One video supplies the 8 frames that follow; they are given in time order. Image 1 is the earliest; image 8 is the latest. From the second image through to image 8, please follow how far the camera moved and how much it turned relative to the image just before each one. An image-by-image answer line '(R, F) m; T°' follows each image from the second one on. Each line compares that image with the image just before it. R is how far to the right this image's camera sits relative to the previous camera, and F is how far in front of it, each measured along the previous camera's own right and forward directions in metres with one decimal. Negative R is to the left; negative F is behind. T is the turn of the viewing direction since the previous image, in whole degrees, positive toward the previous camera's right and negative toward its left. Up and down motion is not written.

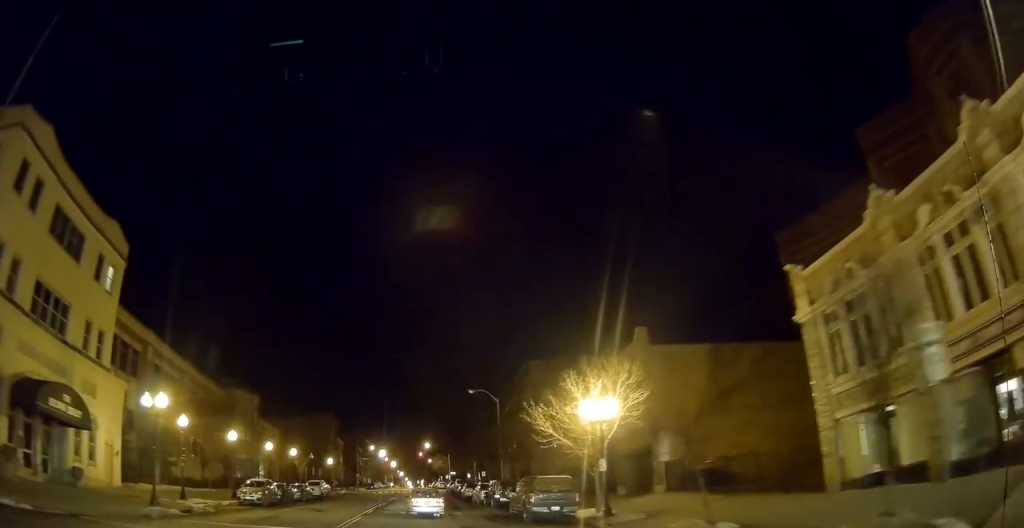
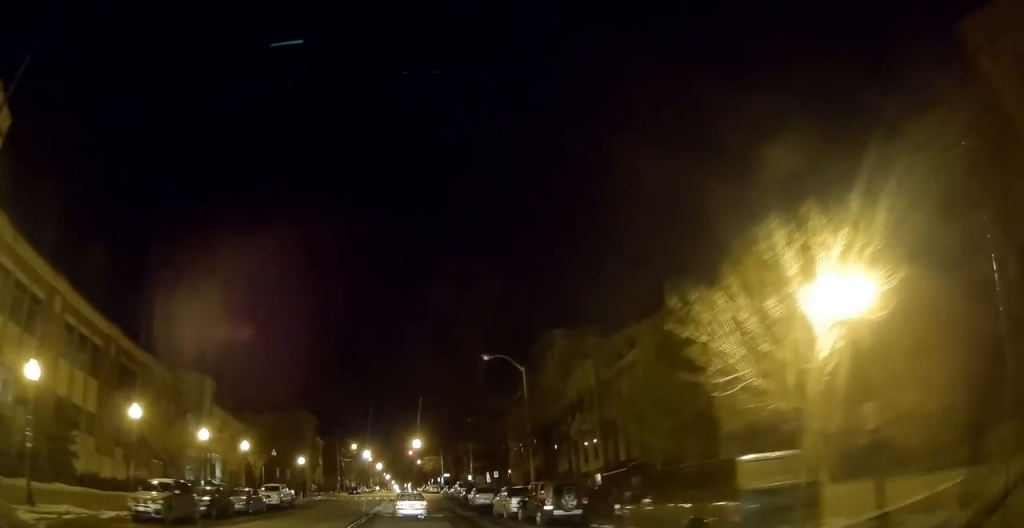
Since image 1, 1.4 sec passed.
(+0.1, +13.8) m; -1°
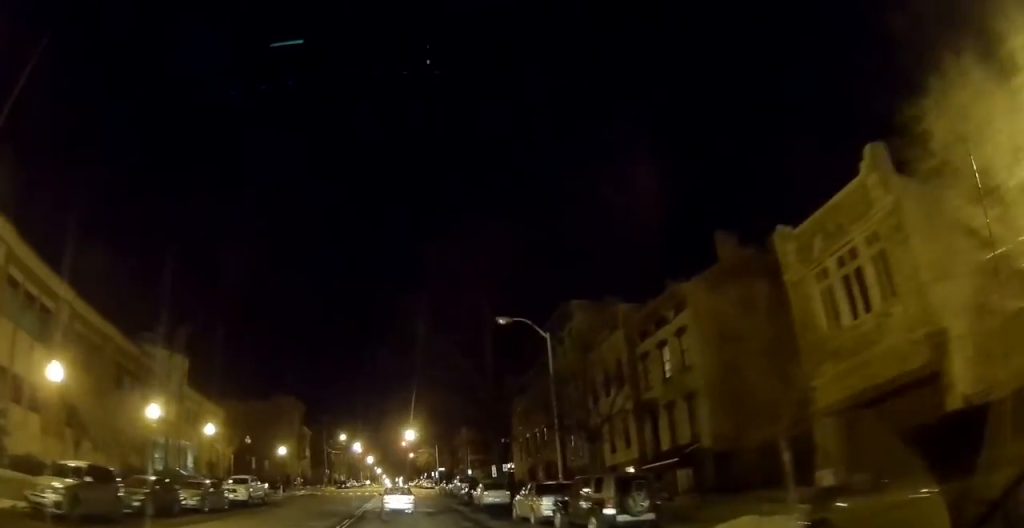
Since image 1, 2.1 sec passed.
(-0.2, +6.6) m; 0°
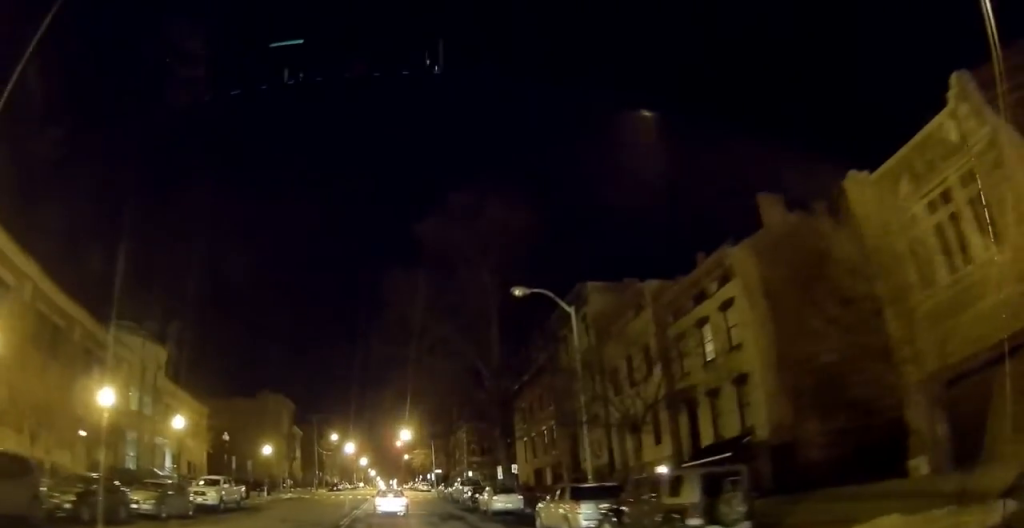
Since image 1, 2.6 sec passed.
(+0.1, +4.7) m; +1°
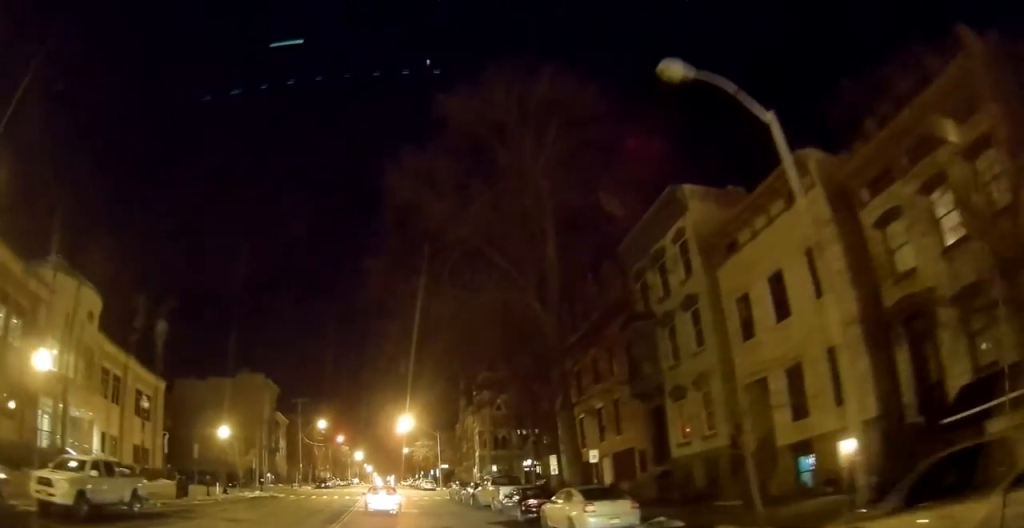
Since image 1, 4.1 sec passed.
(+0.5, +14.8) m; +1°
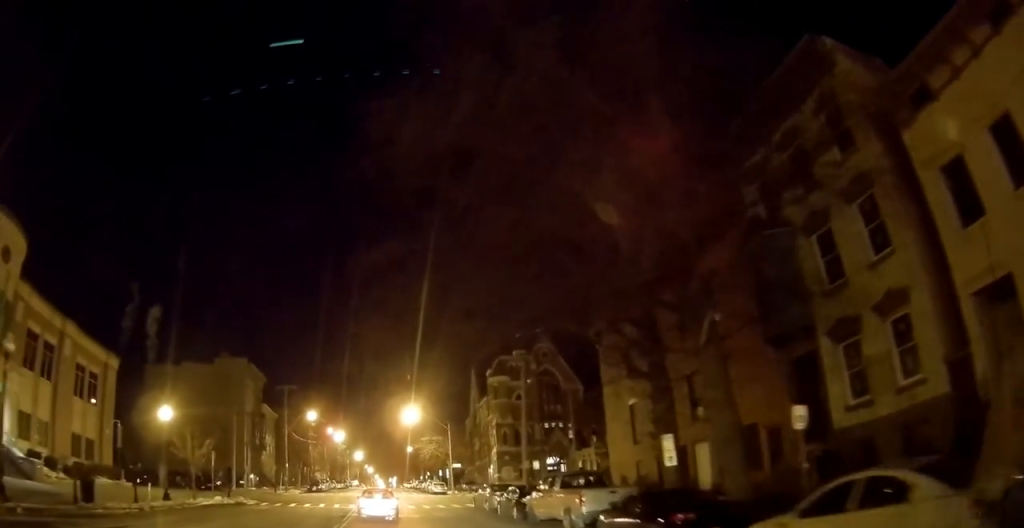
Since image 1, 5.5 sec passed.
(-0.3, +12.2) m; 0°
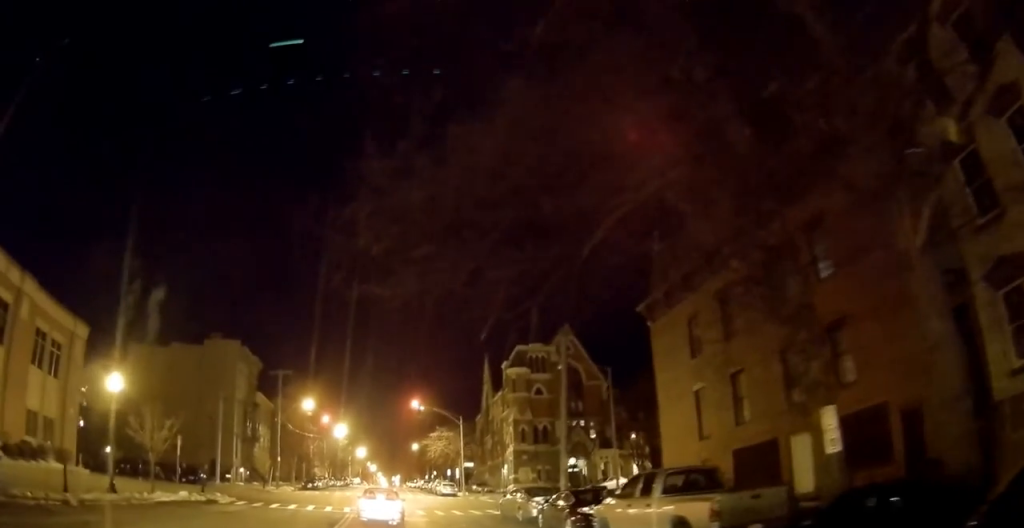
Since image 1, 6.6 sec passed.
(+0.1, +7.4) m; 0°
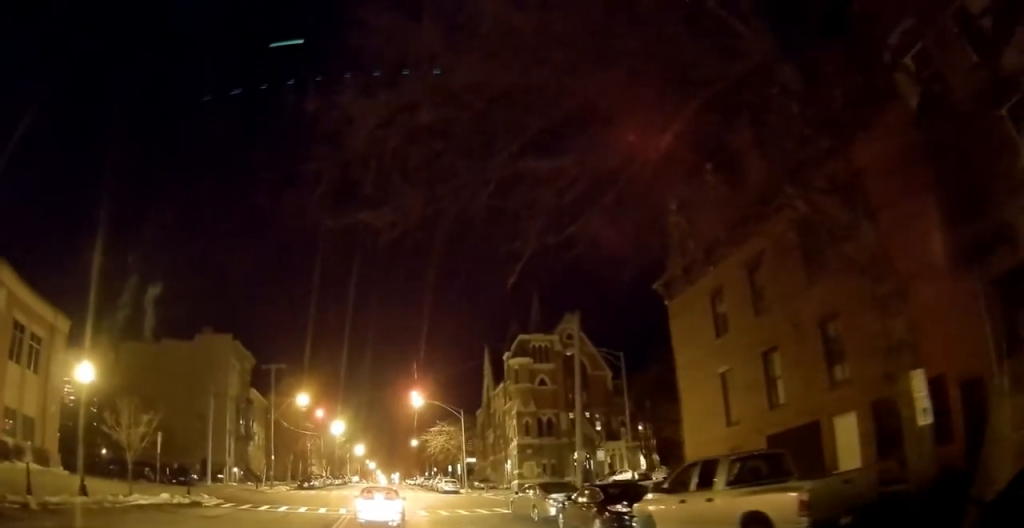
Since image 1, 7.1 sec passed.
(0.0, +3.0) m; 0°
